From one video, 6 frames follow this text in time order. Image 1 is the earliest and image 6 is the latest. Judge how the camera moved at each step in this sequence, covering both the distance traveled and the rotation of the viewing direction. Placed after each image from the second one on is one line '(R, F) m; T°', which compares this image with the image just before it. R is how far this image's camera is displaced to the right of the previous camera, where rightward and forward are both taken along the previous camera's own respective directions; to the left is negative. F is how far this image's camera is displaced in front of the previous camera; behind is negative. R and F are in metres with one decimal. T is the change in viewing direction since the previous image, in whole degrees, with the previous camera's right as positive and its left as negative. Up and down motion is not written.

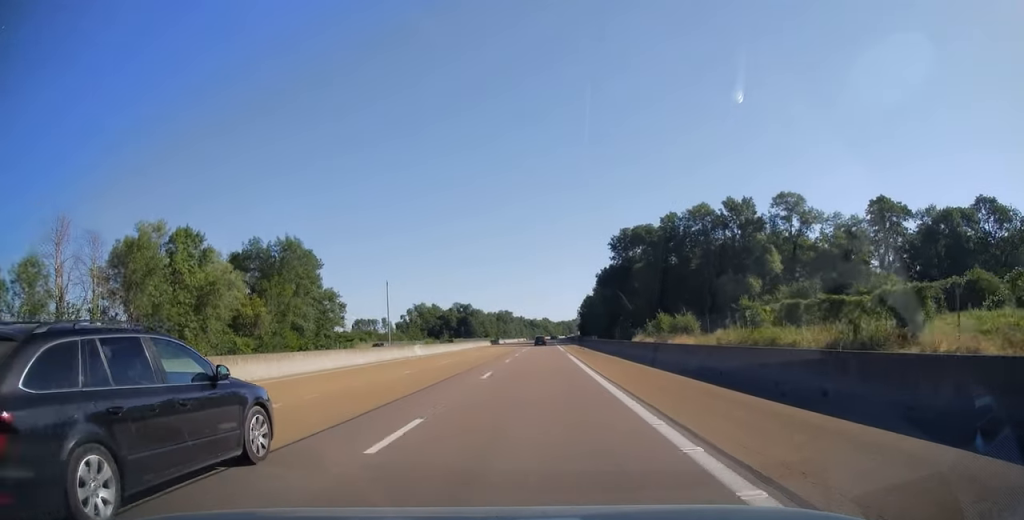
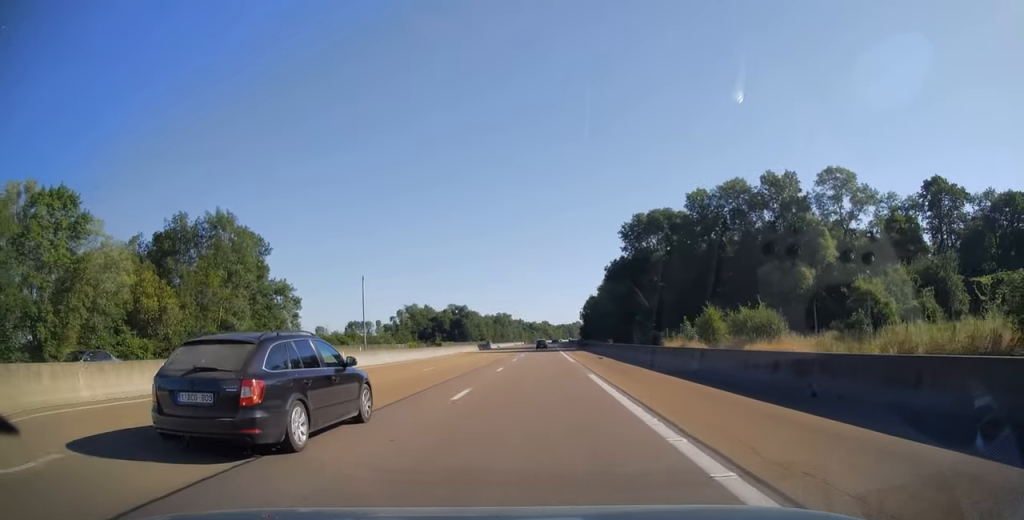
(+0.1, +19.2) m; 0°
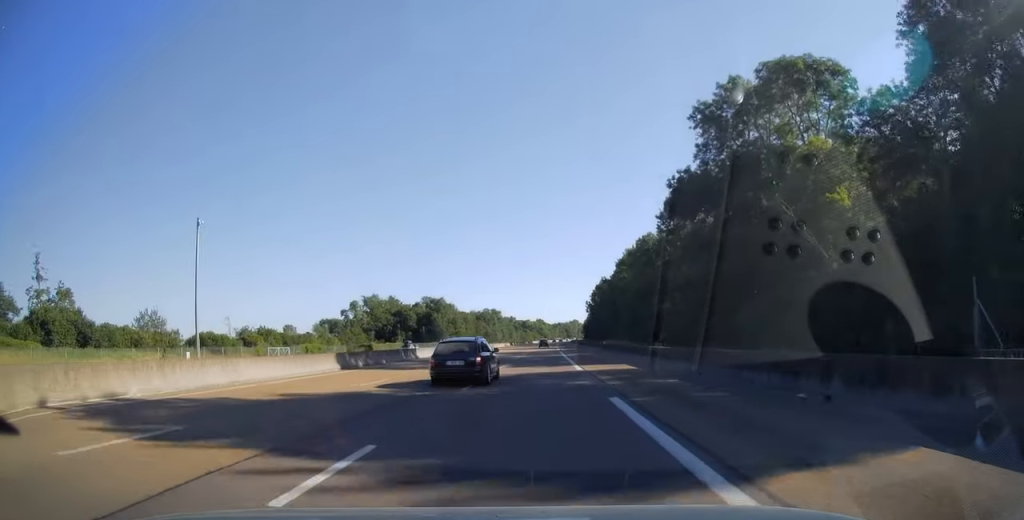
(-0.2, +60.8) m; 0°
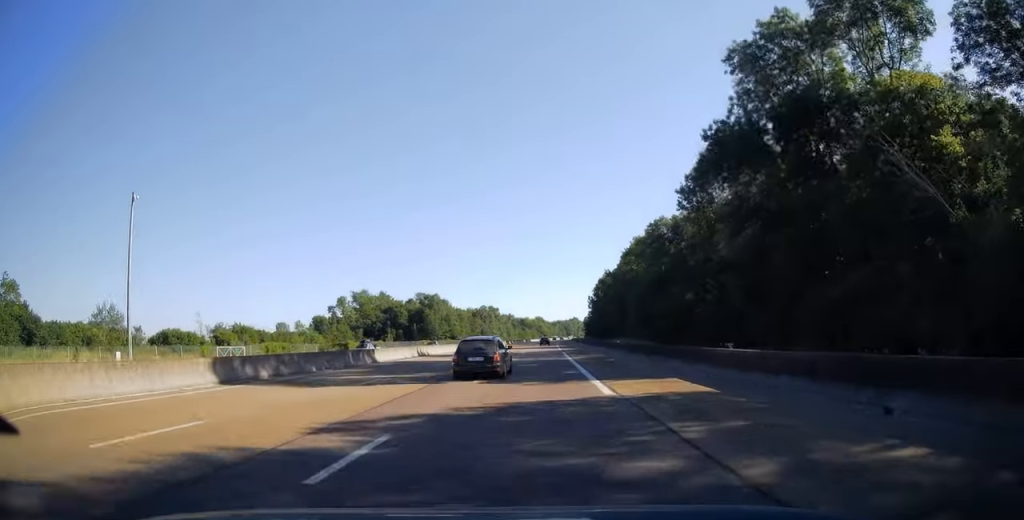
(+0.1, +12.1) m; 0°
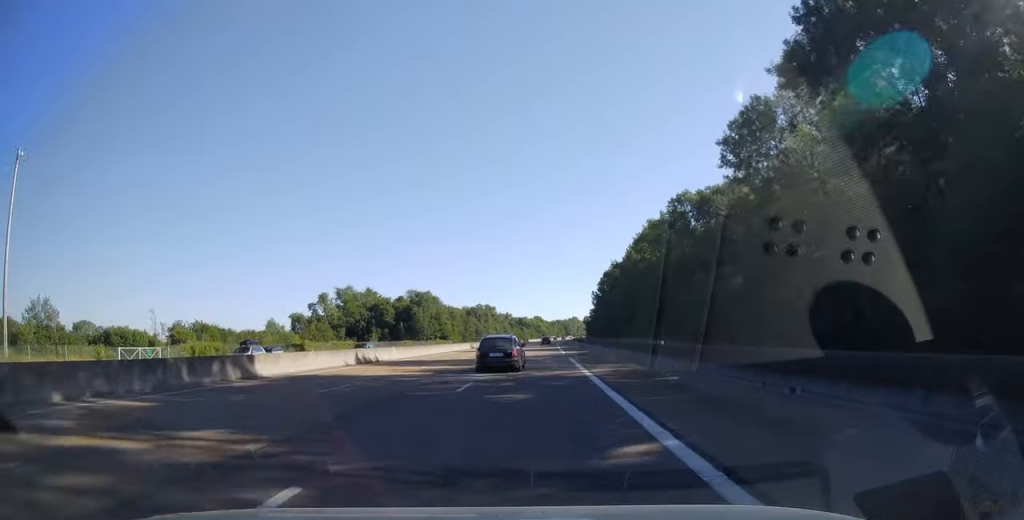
(+0.1, +16.2) m; 0°
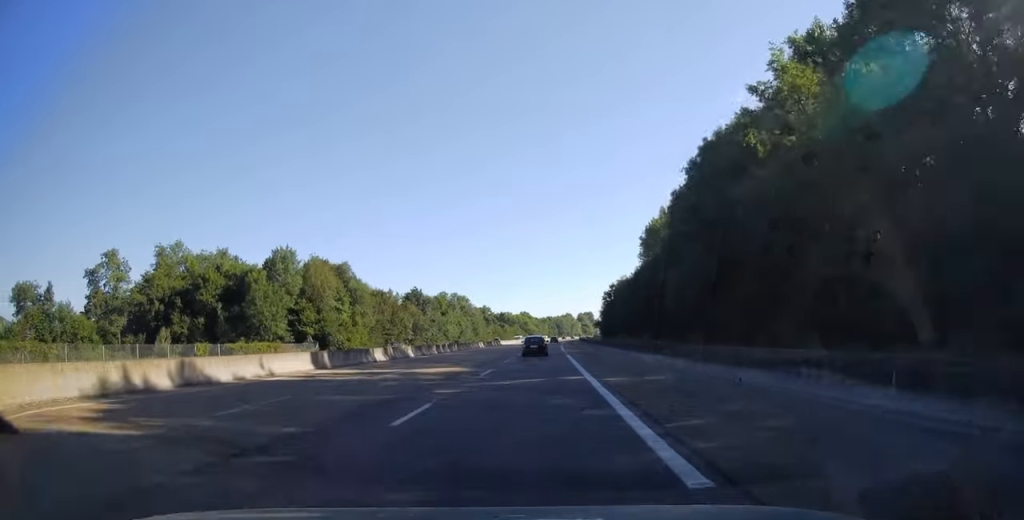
(+0.5, +96.7) m; +1°
